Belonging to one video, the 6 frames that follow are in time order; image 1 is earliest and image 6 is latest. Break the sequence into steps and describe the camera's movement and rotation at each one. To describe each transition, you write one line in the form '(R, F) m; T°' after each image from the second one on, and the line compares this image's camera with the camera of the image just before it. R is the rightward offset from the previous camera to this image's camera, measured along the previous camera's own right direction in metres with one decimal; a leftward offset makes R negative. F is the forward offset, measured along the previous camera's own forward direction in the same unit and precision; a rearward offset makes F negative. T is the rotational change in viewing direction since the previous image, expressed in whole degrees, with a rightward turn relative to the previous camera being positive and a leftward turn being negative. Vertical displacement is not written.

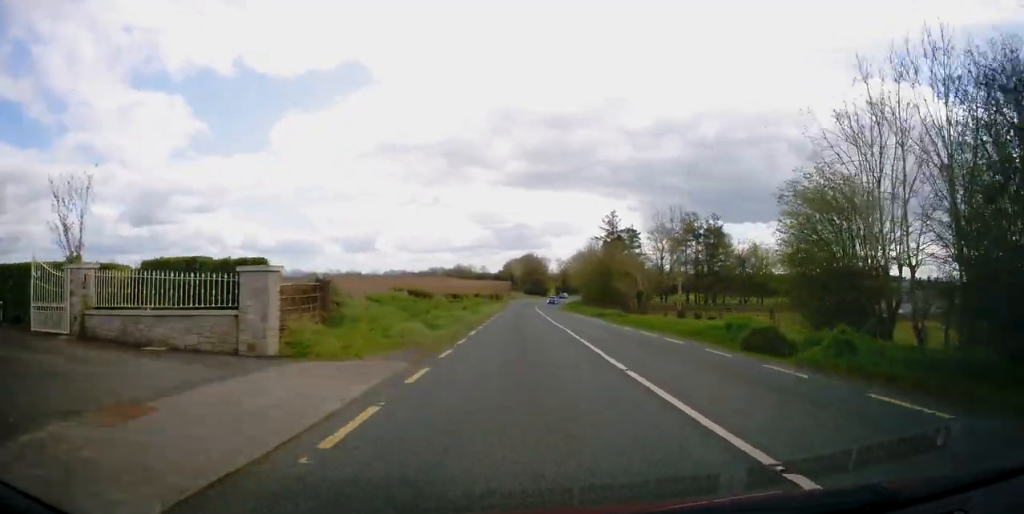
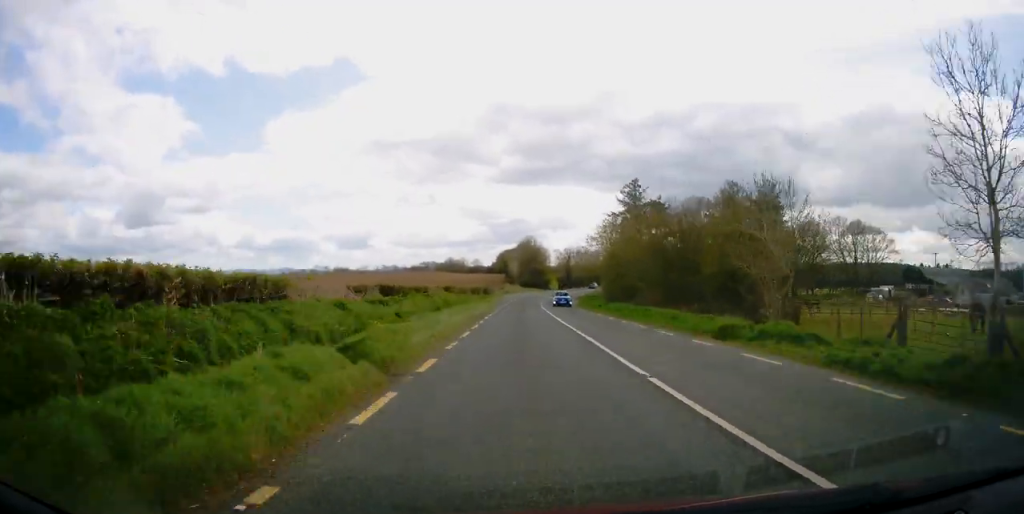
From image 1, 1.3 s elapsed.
(+0.1, +27.4) m; 0°
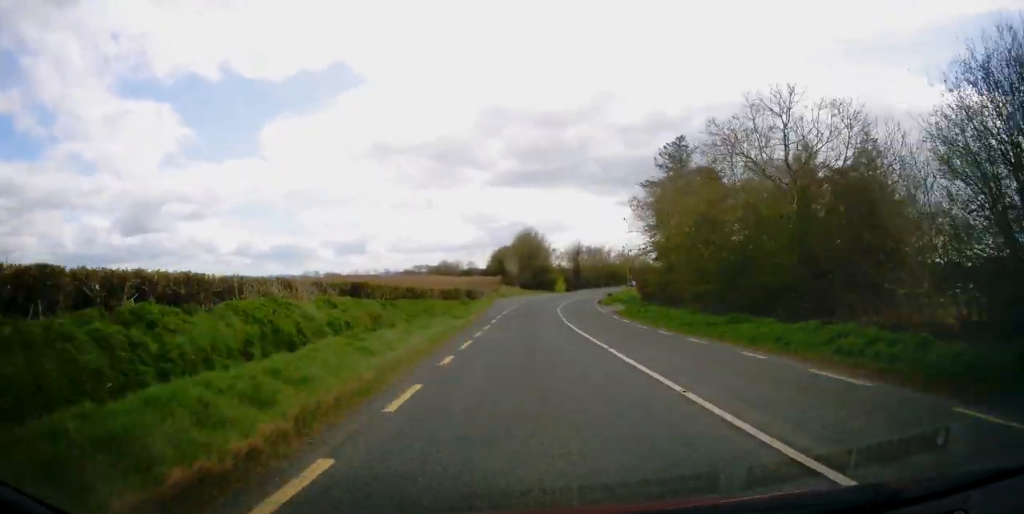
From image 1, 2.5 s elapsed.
(-0.2, +27.6) m; +1°
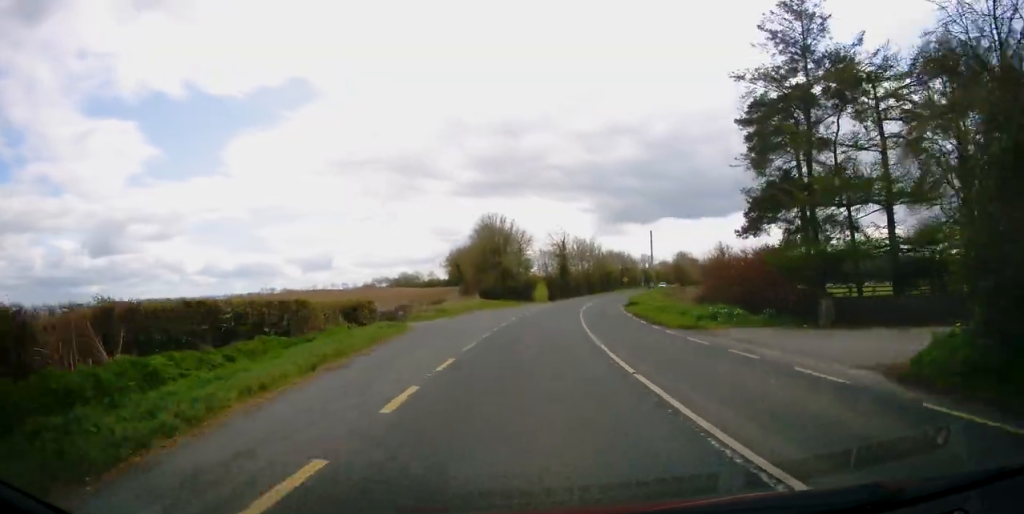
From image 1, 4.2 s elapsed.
(+1.0, +36.0) m; +3°
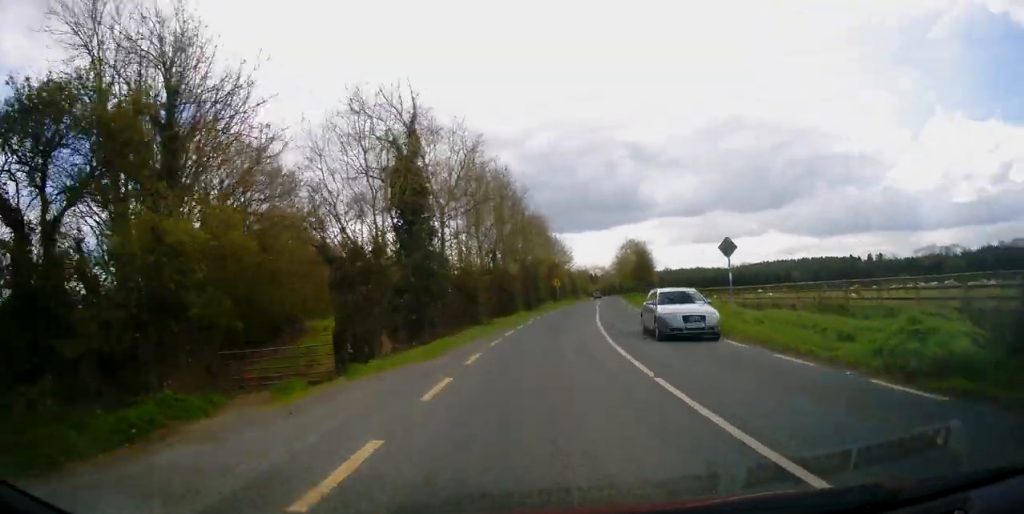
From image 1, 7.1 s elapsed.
(+4.7, +63.3) m; +10°
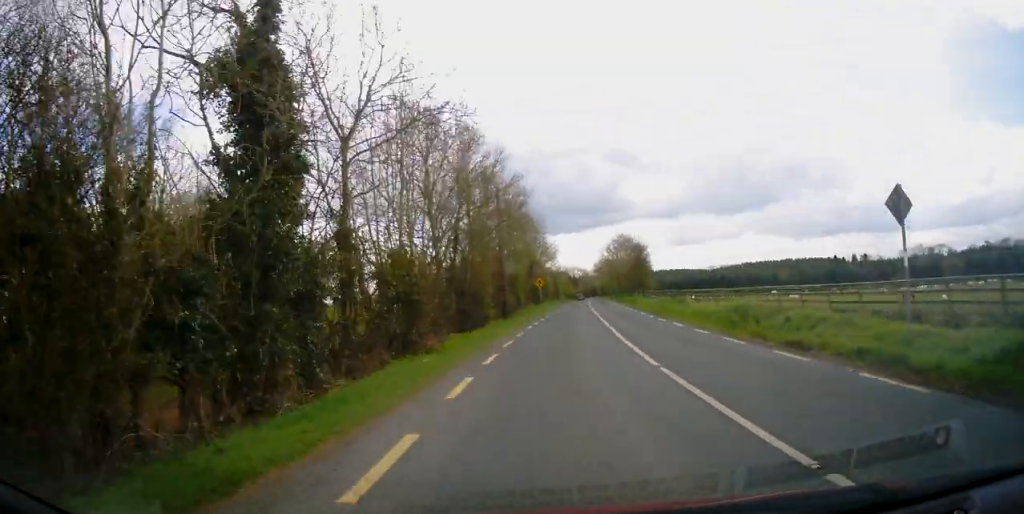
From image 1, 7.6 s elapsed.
(+0.3, +11.8) m; +2°
